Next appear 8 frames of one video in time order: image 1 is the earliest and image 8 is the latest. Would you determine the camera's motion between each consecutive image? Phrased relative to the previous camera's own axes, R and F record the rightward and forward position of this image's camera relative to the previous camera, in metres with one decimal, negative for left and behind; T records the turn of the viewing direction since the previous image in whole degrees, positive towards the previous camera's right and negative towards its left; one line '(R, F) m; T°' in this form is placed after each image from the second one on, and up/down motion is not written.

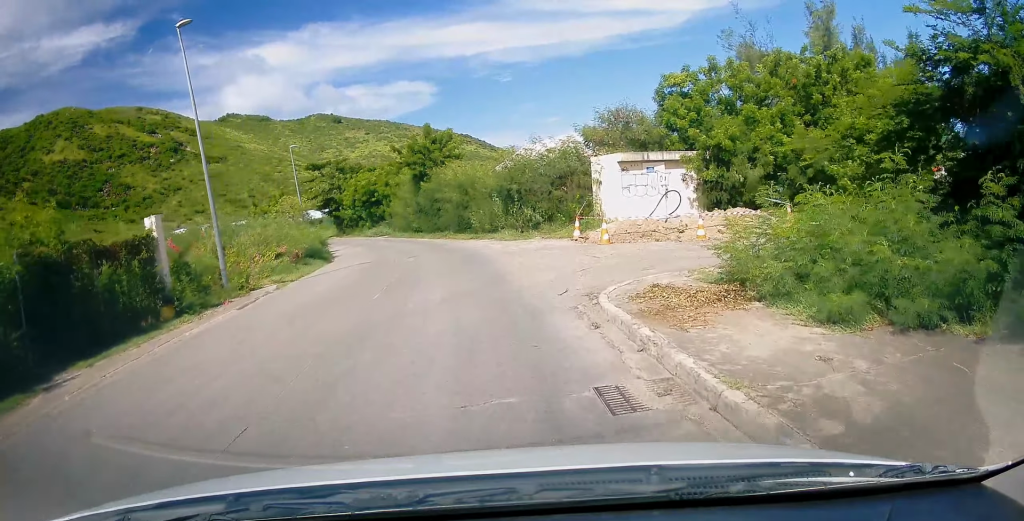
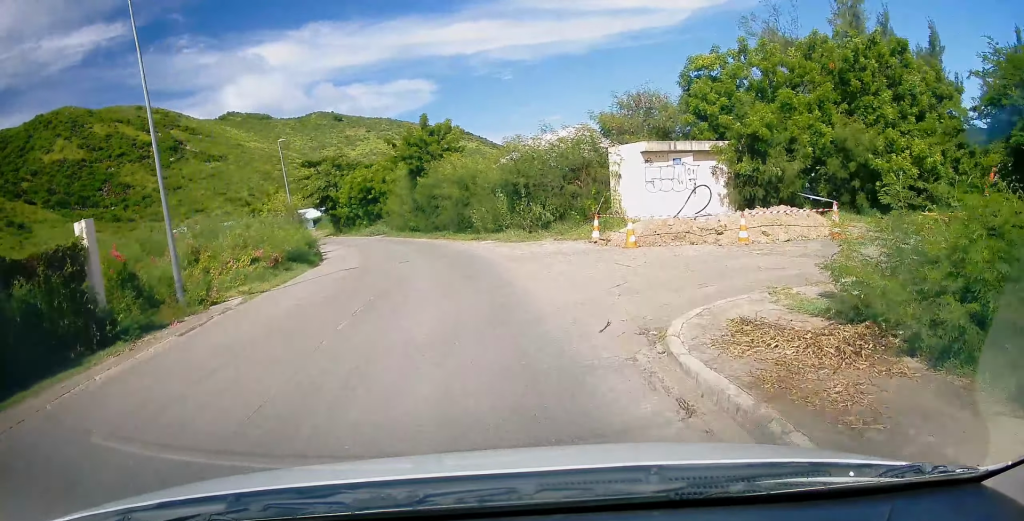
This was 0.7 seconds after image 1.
(0.0, +2.9) m; +3°
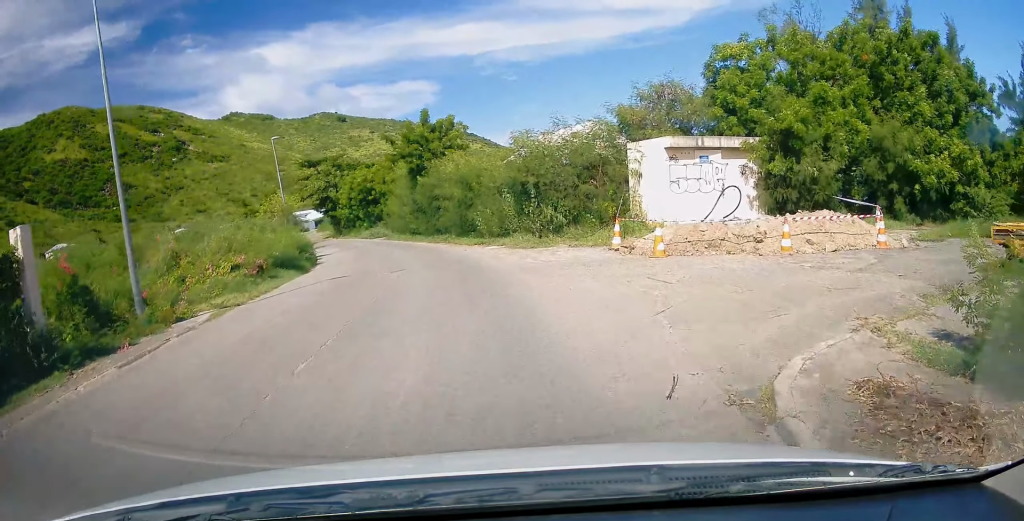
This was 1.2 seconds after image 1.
(+0.1, +2.1) m; -1°
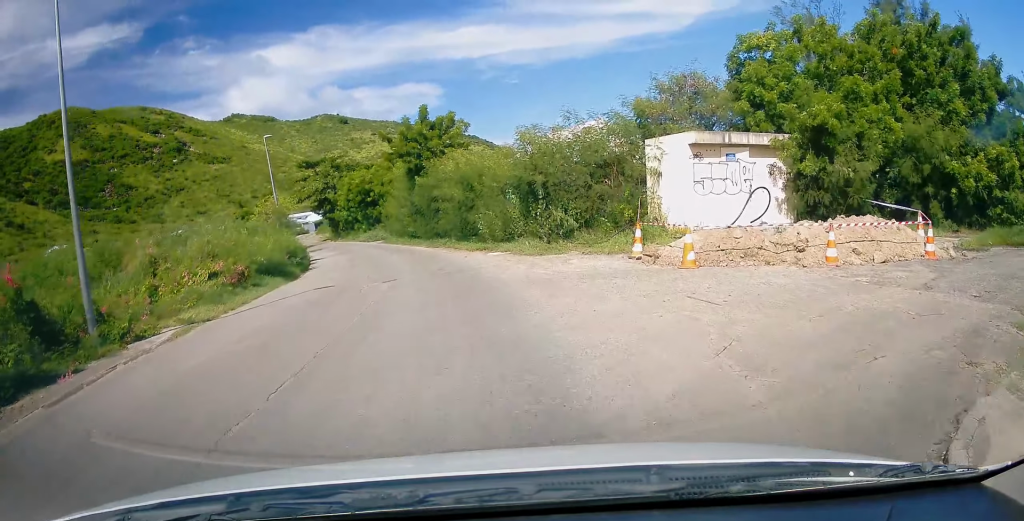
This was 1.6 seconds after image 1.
(+0.2, +1.9) m; -2°
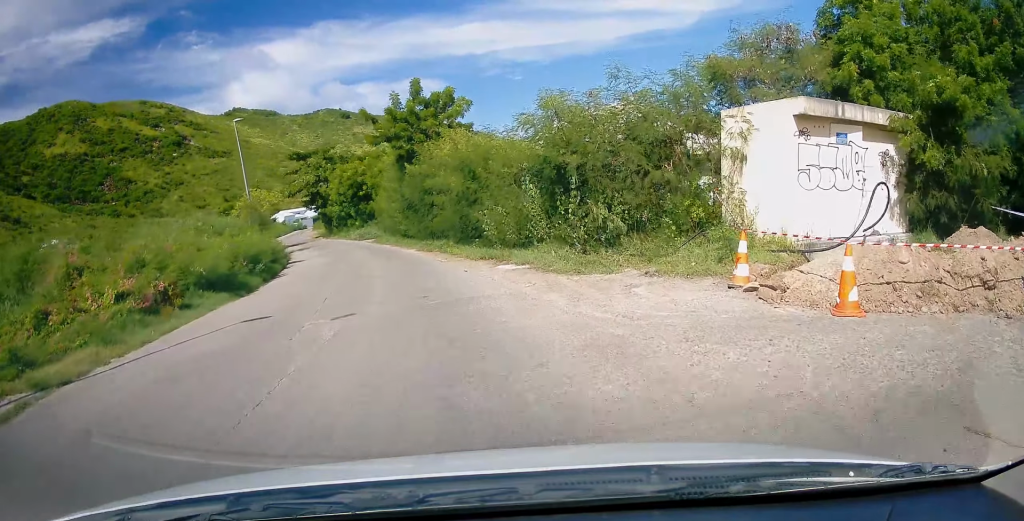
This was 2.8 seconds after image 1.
(-0.6, +5.2) m; -5°
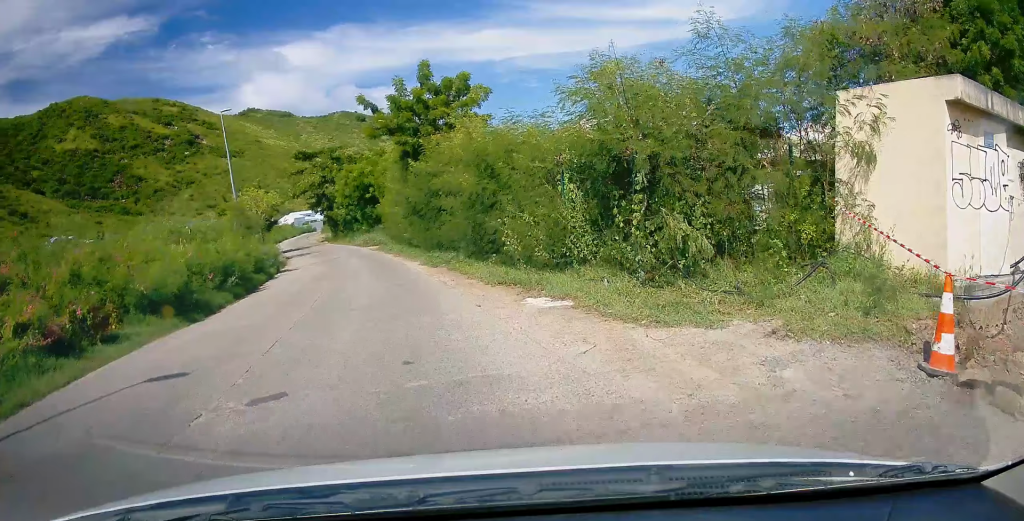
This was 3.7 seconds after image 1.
(+0.3, +3.7) m; 0°
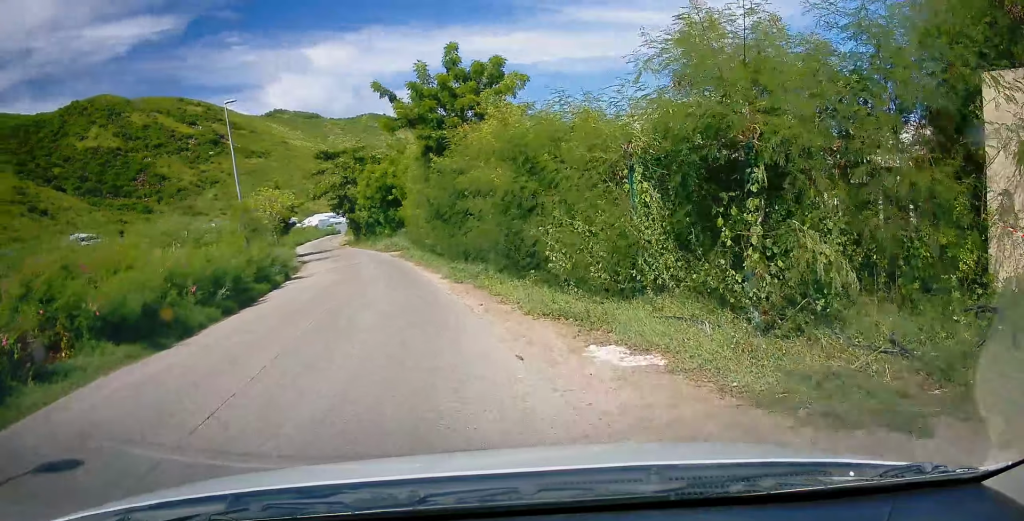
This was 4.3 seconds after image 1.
(-0.1, +2.7) m; -5°
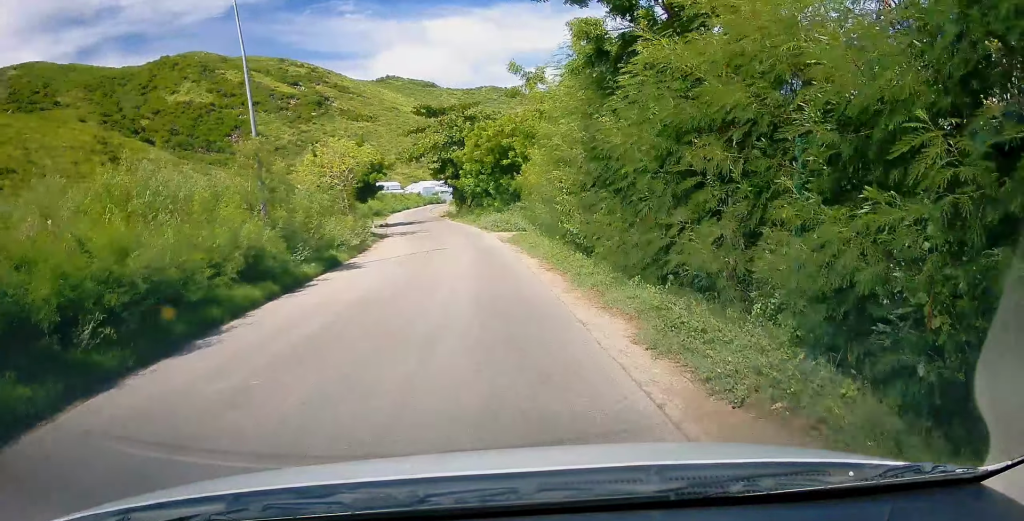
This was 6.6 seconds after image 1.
(-0.8, +9.7) m; -6°
